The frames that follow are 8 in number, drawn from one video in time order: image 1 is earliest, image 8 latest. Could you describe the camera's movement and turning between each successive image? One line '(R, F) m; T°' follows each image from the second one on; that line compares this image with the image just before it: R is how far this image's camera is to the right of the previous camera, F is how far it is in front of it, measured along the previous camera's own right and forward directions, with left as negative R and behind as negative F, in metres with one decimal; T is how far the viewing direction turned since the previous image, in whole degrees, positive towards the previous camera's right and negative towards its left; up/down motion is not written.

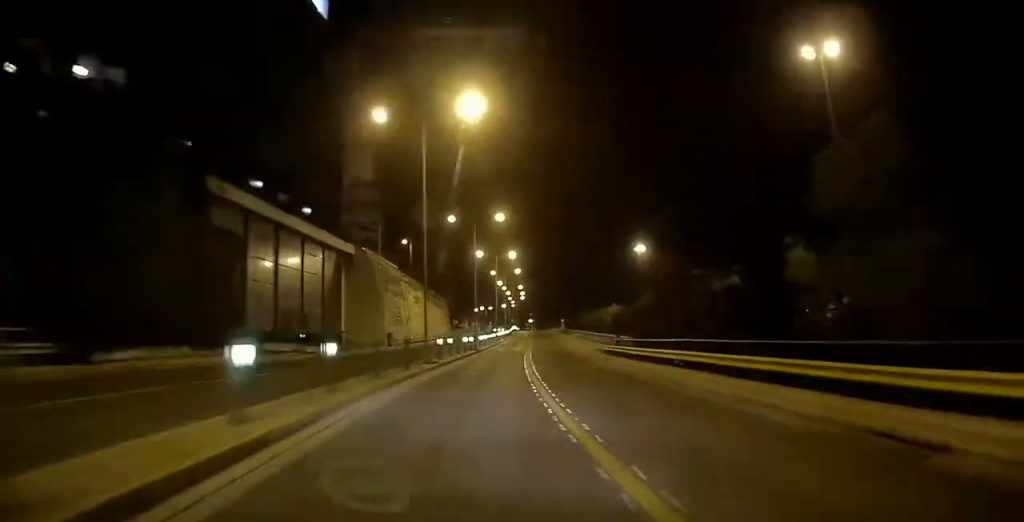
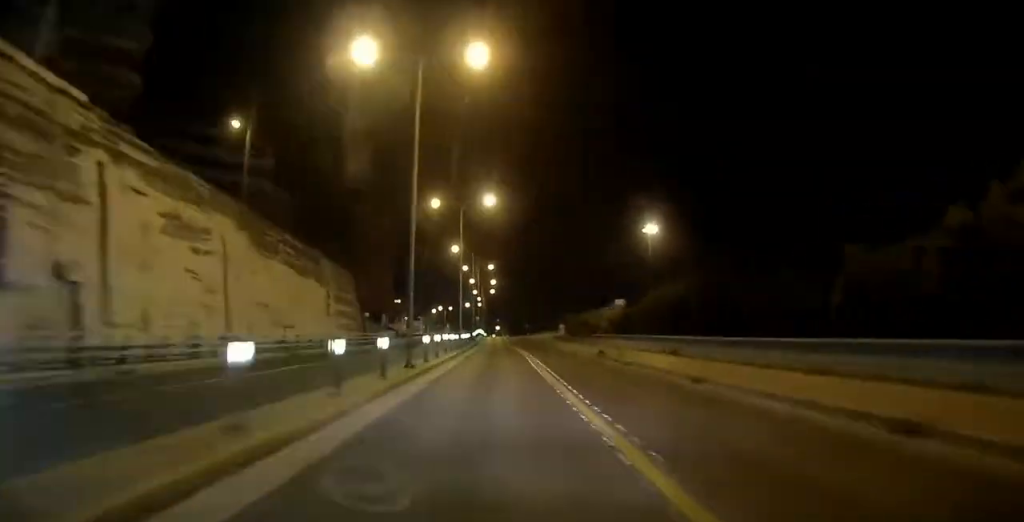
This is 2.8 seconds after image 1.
(+1.1, +50.3) m; +2°
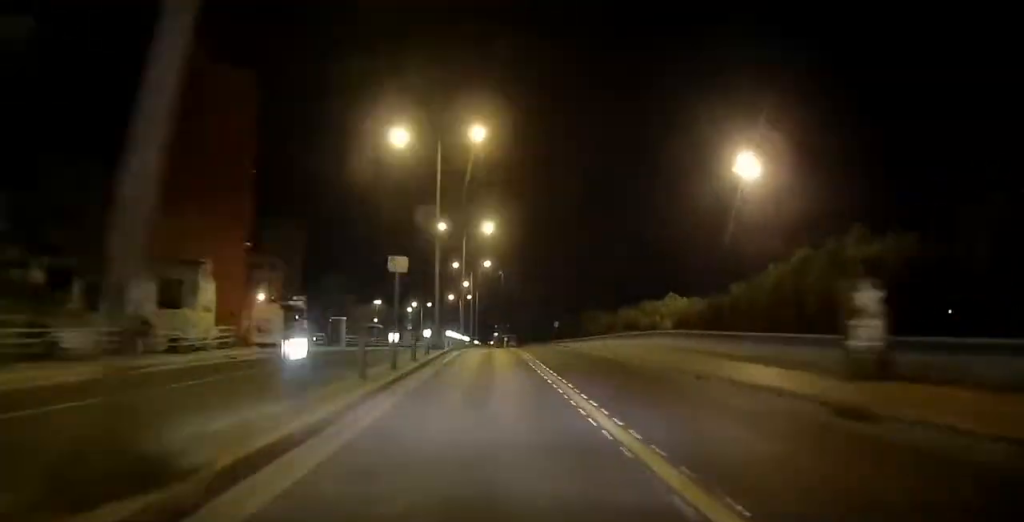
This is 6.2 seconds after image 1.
(+0.9, +55.4) m; -1°
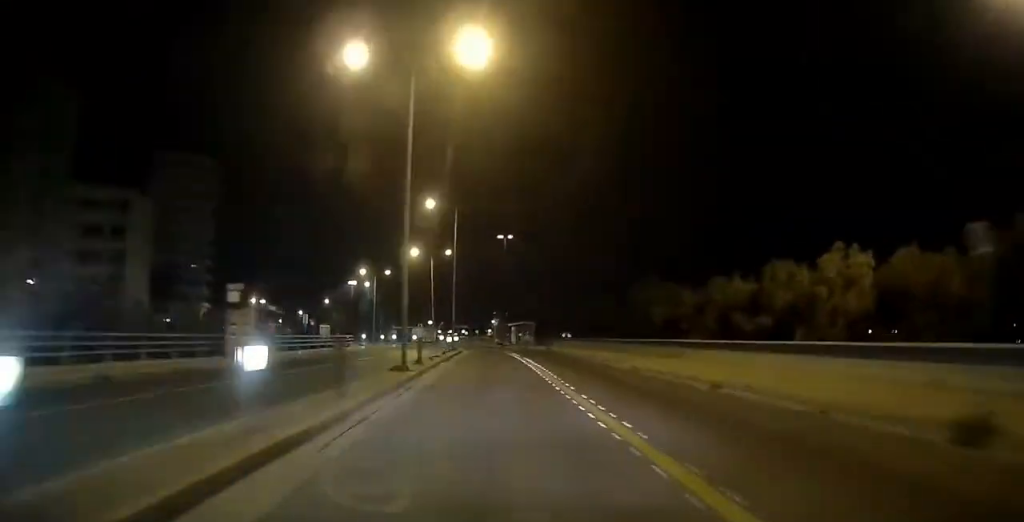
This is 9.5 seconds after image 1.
(-0.7, +49.7) m; -5°
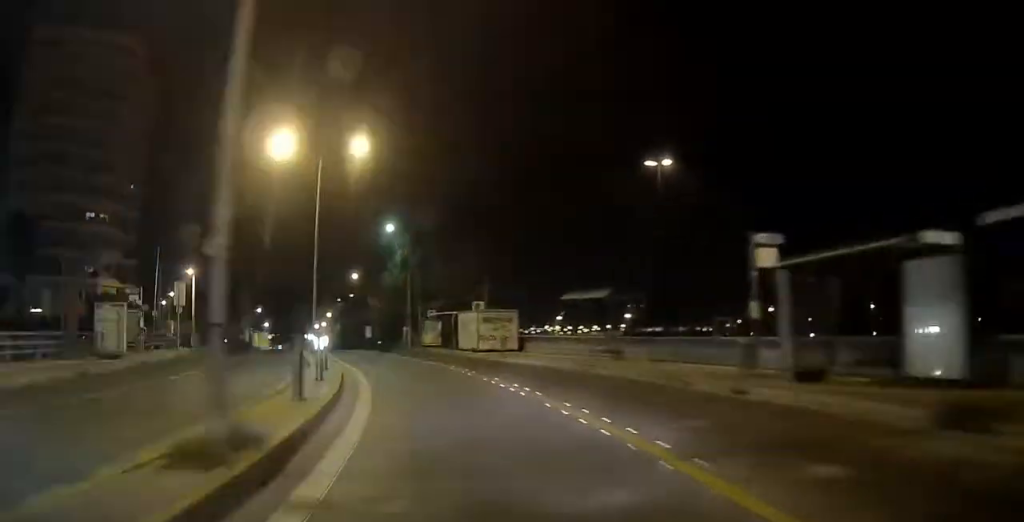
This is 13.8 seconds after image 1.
(-3.3, +55.4) m; -24°
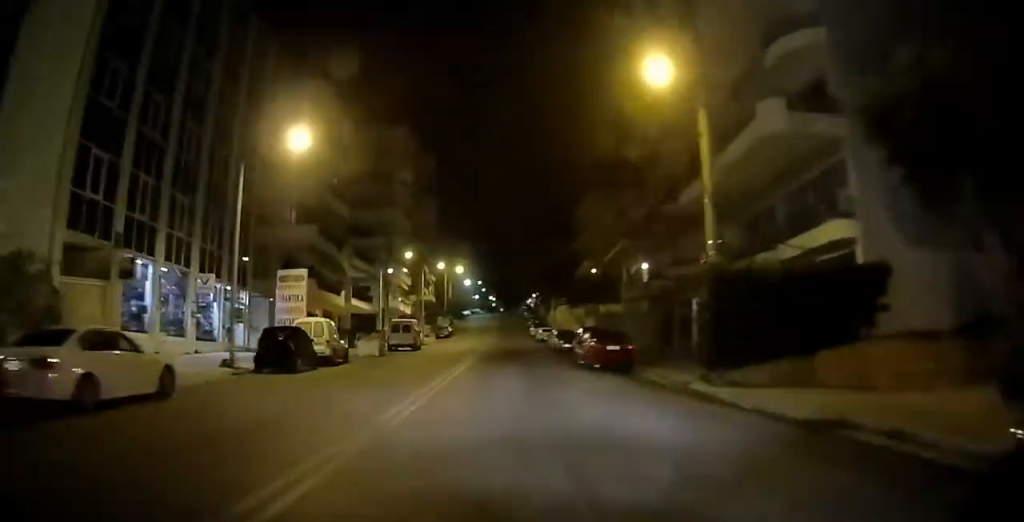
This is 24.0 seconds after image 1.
(-57.0, +29.5) m; -104°
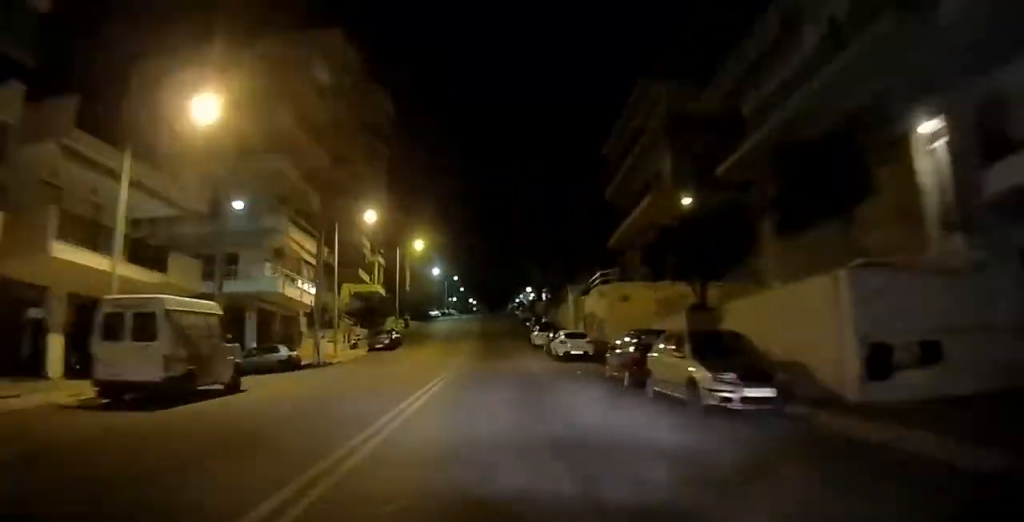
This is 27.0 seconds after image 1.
(-1.7, +22.1) m; -5°
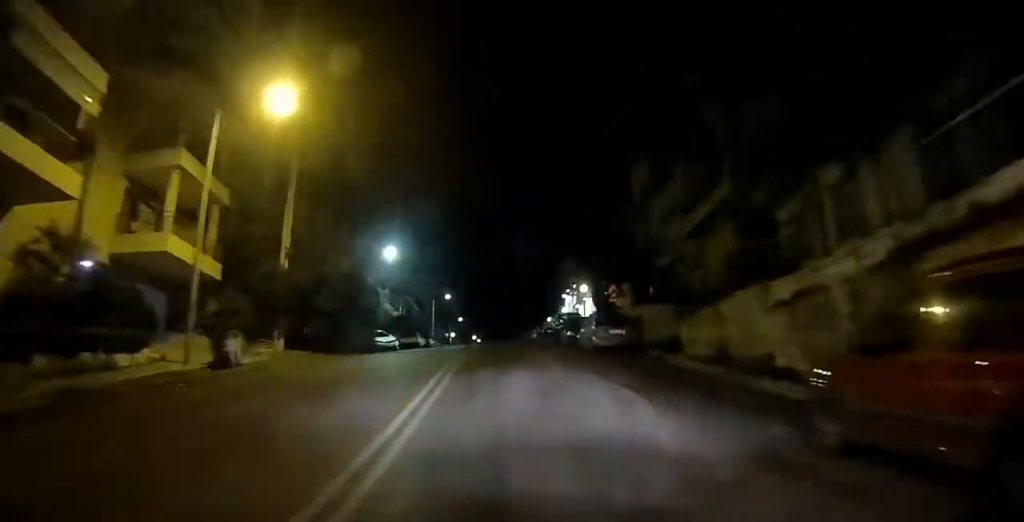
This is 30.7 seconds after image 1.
(-0.6, +38.4) m; +1°
